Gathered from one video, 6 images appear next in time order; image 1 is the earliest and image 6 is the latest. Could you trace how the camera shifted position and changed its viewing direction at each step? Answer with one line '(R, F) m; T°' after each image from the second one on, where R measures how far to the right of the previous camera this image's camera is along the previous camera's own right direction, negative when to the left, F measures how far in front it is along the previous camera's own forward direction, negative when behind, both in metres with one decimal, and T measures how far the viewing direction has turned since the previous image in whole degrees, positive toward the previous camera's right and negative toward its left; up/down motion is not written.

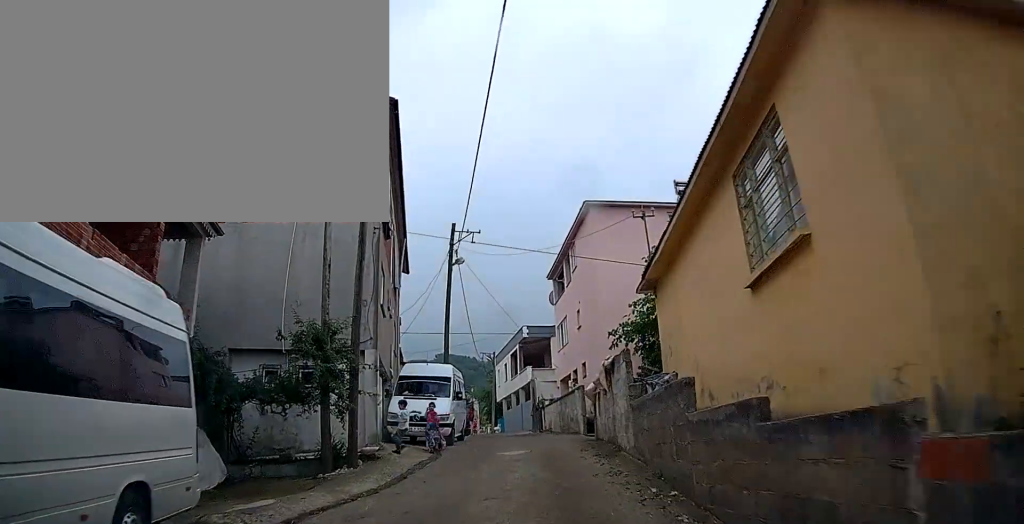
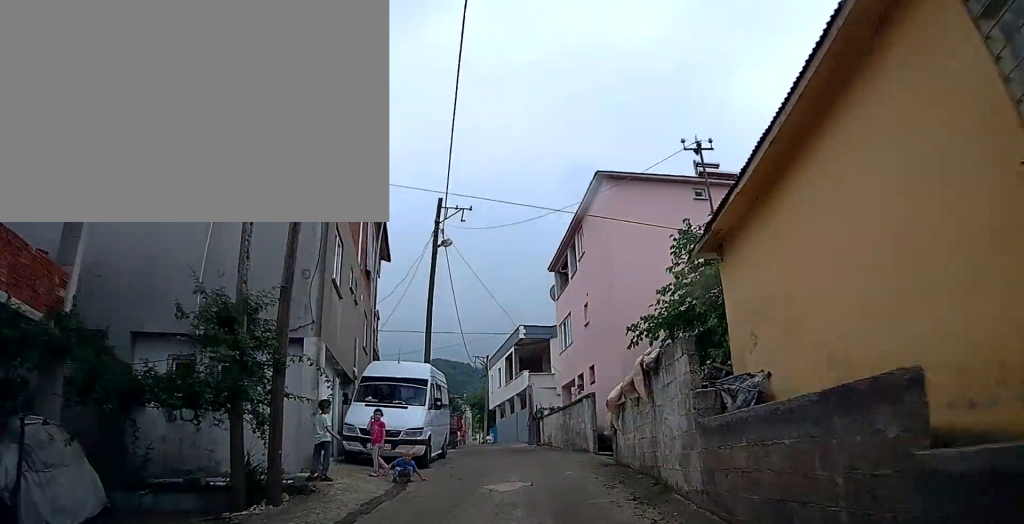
(+0.1, +4.0) m; -1°
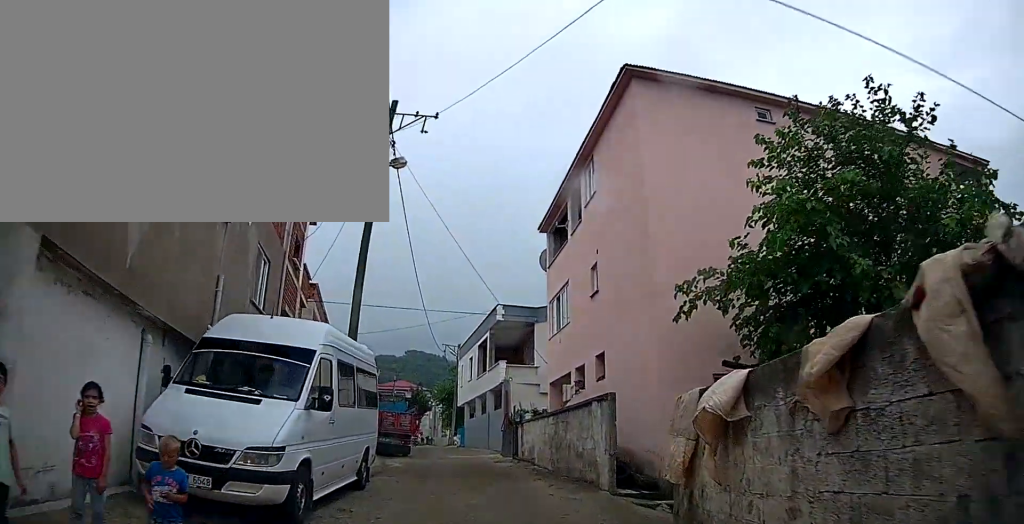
(-0.1, +7.0) m; 0°
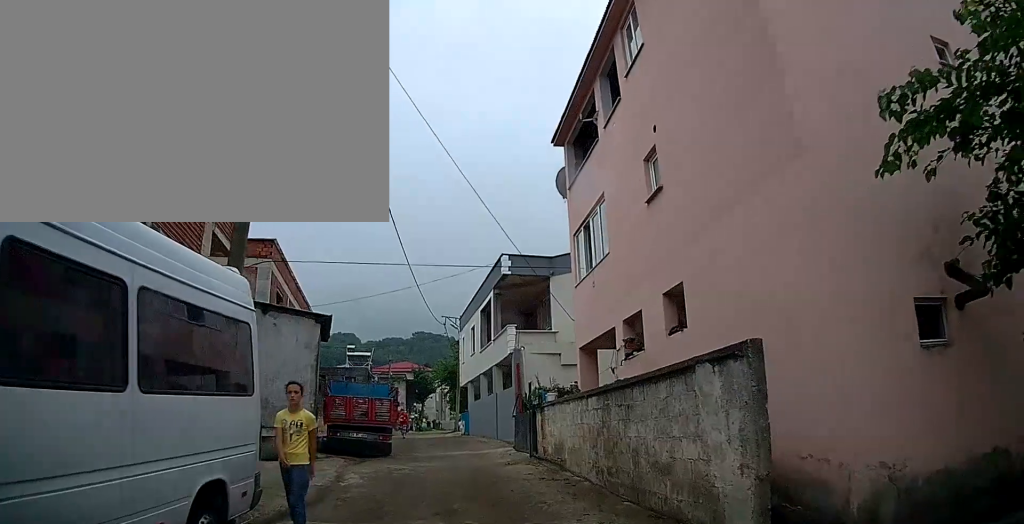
(0.0, +5.4) m; +1°
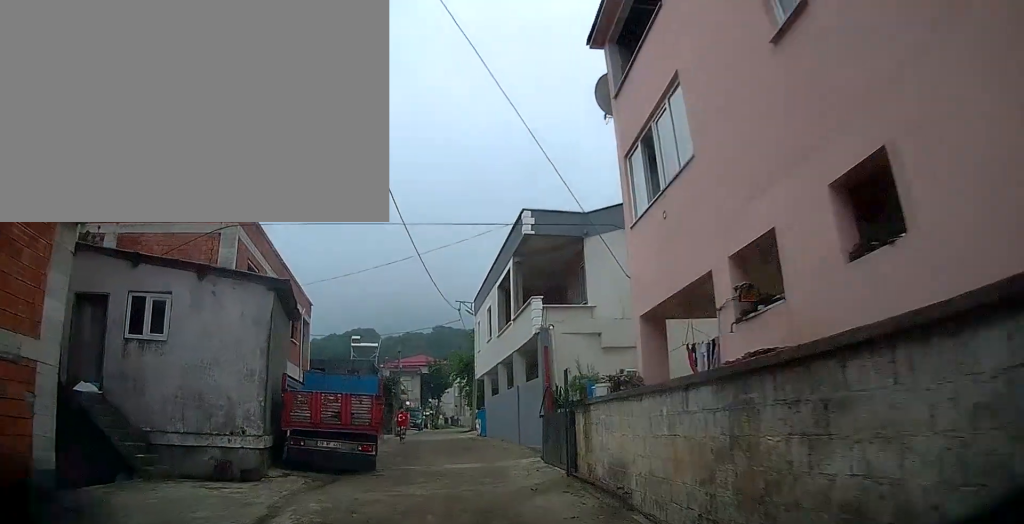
(0.0, +4.5) m; -2°
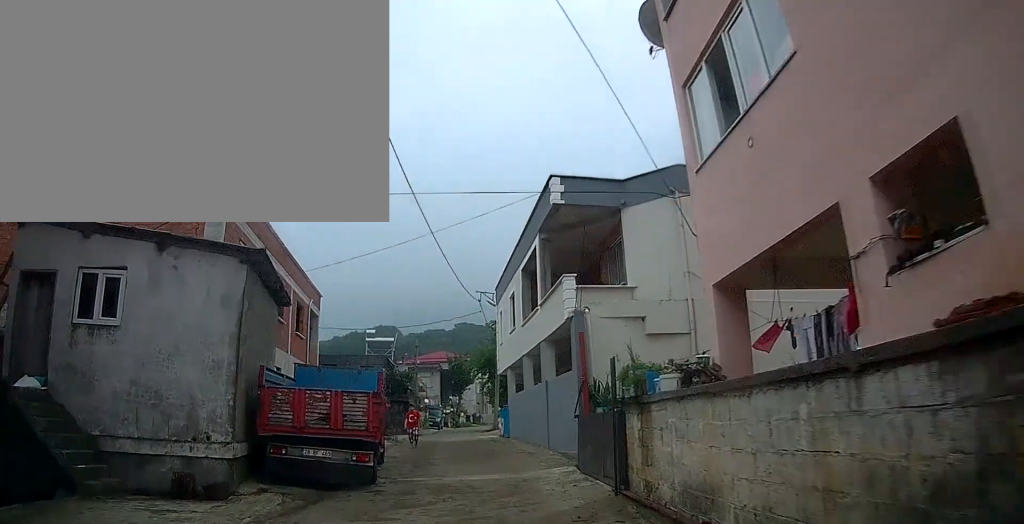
(0.0, +2.3) m; -1°
